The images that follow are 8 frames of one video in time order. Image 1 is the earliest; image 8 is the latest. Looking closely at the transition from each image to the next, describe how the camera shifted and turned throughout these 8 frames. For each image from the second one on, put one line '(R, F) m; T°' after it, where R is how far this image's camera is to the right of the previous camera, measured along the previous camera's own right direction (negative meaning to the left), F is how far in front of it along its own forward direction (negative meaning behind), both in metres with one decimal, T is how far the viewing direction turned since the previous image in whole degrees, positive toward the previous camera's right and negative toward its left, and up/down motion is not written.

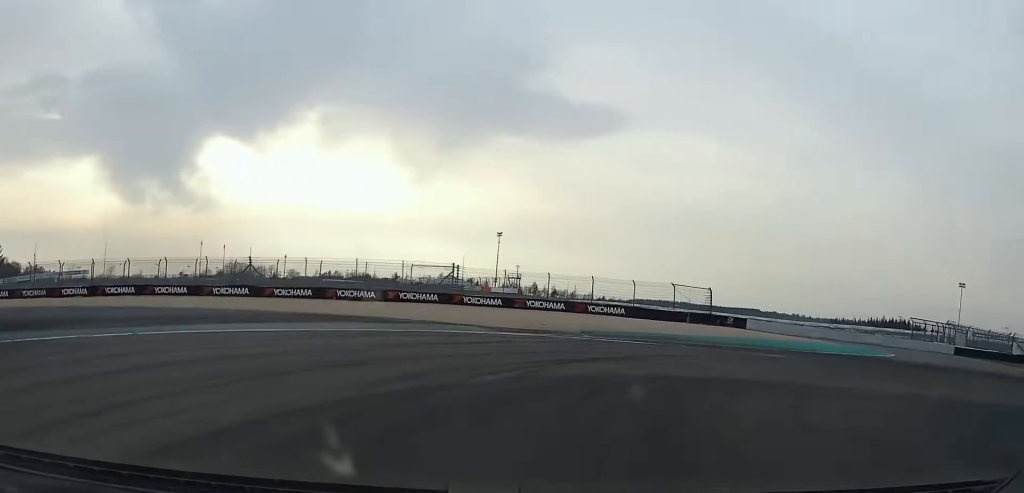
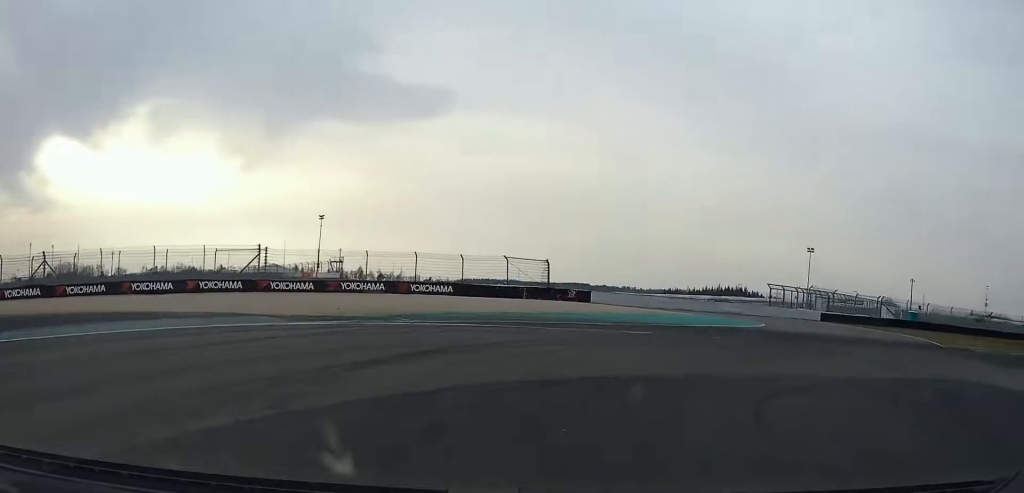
(+1.6, +5.2) m; +15°
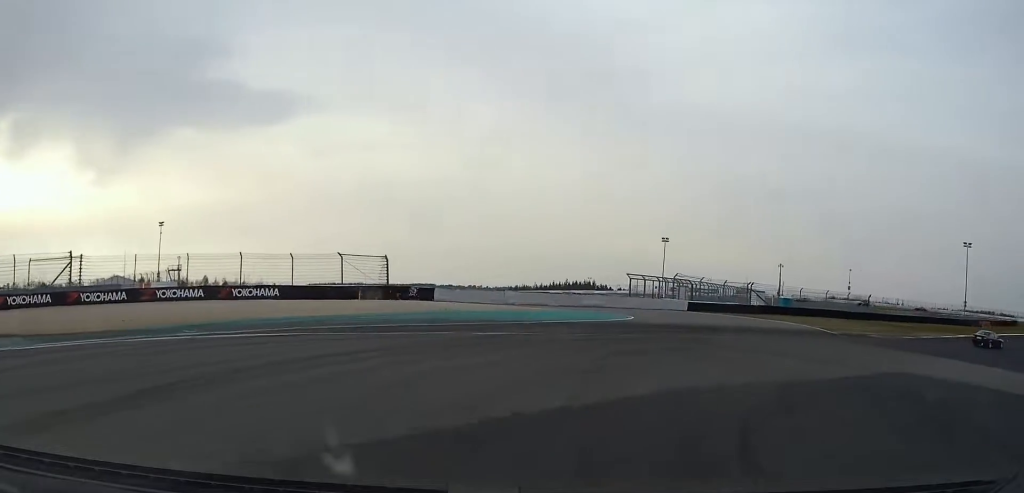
(+0.1, +4.9) m; +14°
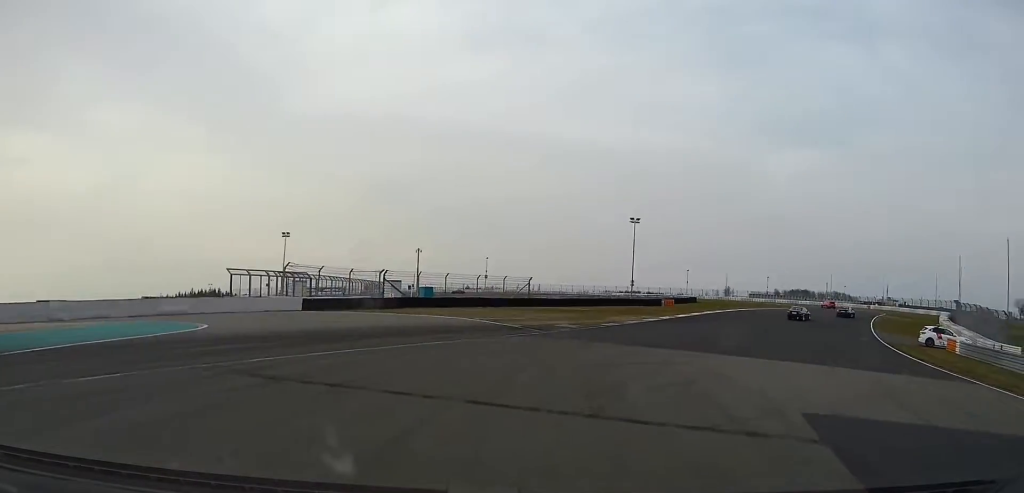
(+3.6, +13.2) m; +23°
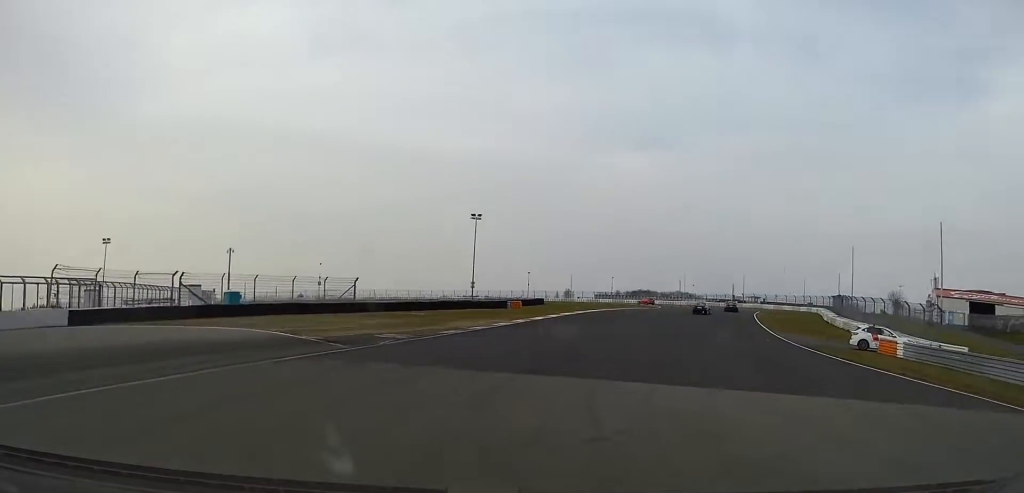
(+0.6, +10.2) m; +10°
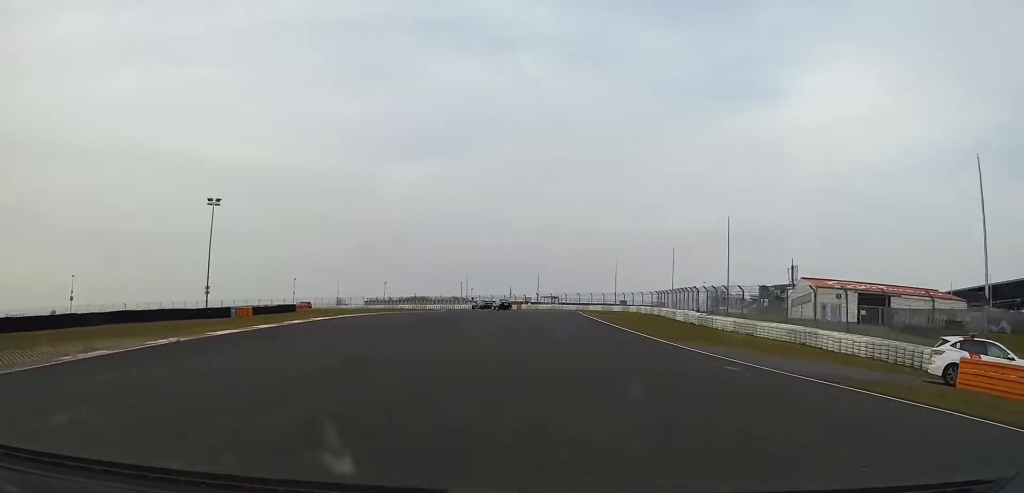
(+4.1, +26.9) m; +16°
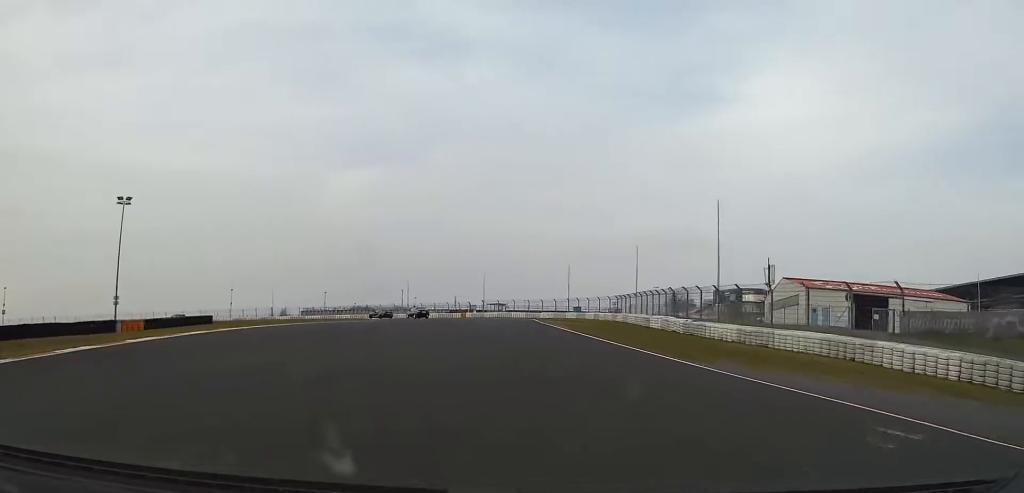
(+0.6, +11.9) m; +5°
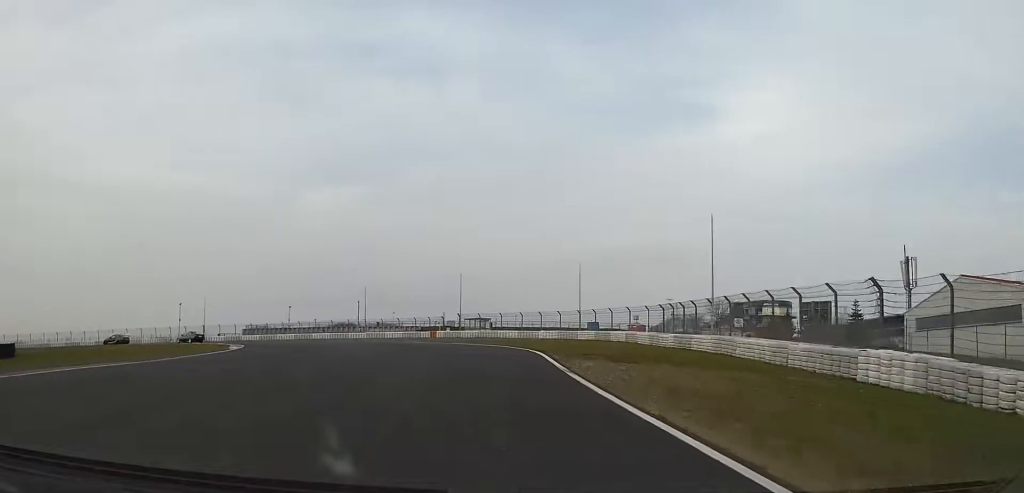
(+3.9, +38.9) m; +5°
